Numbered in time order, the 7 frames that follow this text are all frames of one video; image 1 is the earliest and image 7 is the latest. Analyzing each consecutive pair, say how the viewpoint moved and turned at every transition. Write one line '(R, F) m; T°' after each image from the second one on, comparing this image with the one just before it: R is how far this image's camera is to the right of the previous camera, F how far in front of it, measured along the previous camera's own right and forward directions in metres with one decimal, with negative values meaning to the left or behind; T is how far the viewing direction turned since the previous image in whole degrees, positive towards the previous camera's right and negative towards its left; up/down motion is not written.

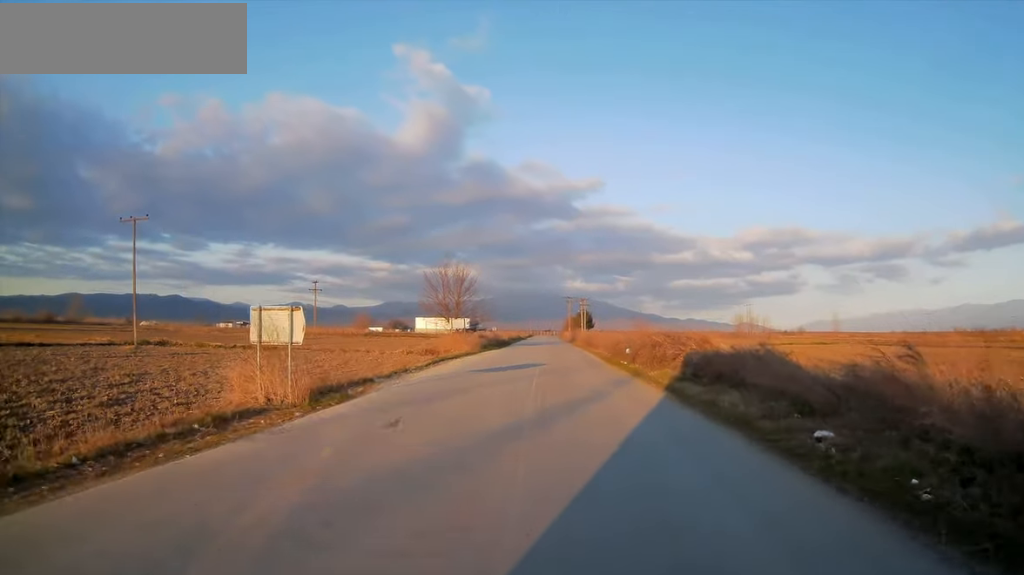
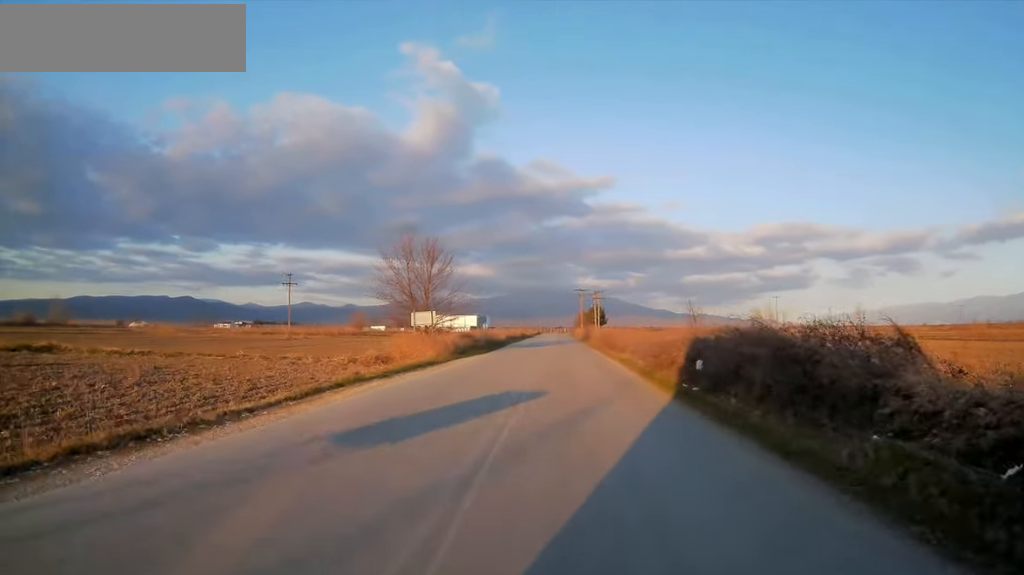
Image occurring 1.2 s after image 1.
(-0.5, +15.9) m; -2°
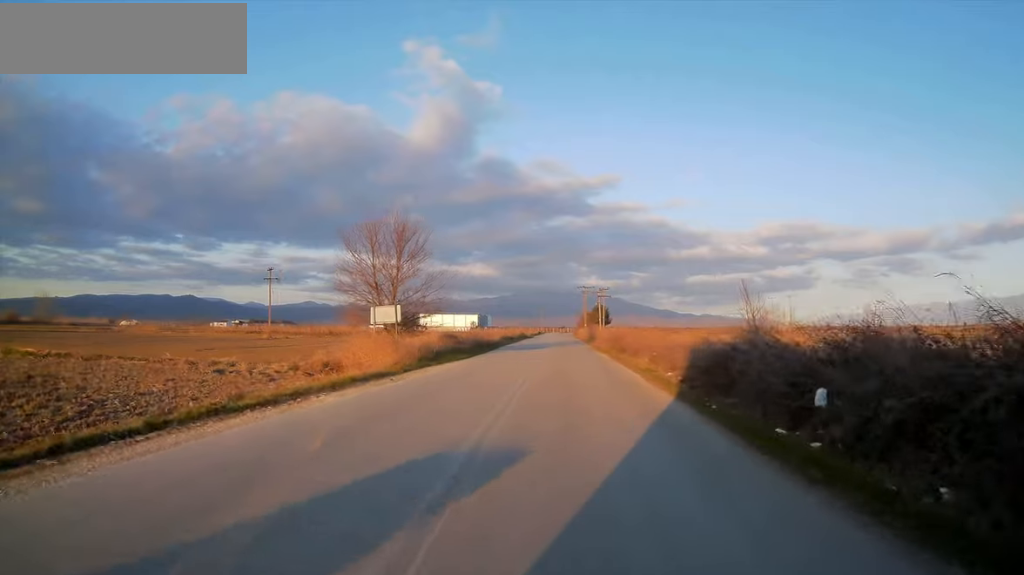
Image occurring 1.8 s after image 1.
(0.0, +8.2) m; 0°
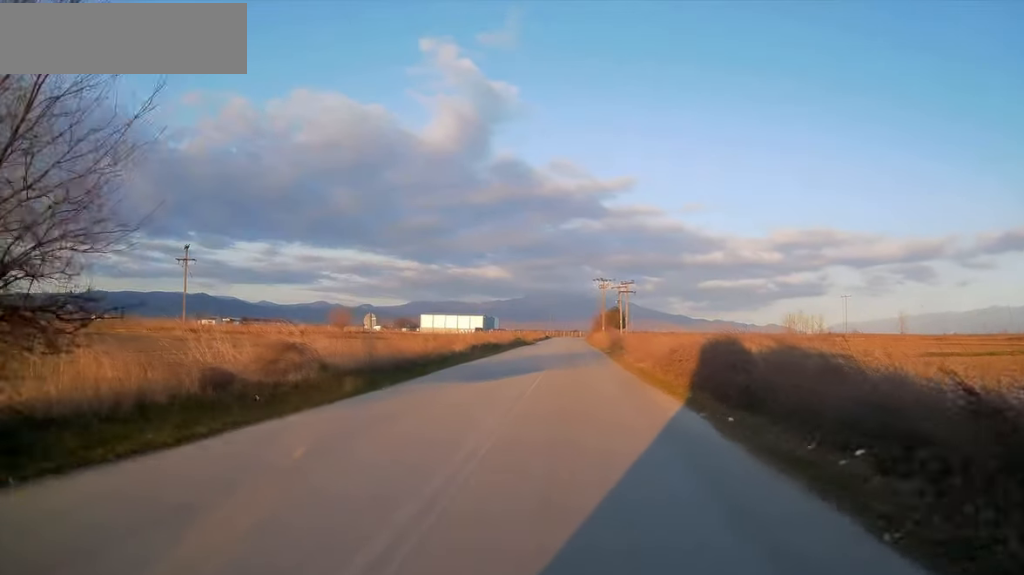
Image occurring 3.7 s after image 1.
(+0.3, +26.6) m; +1°
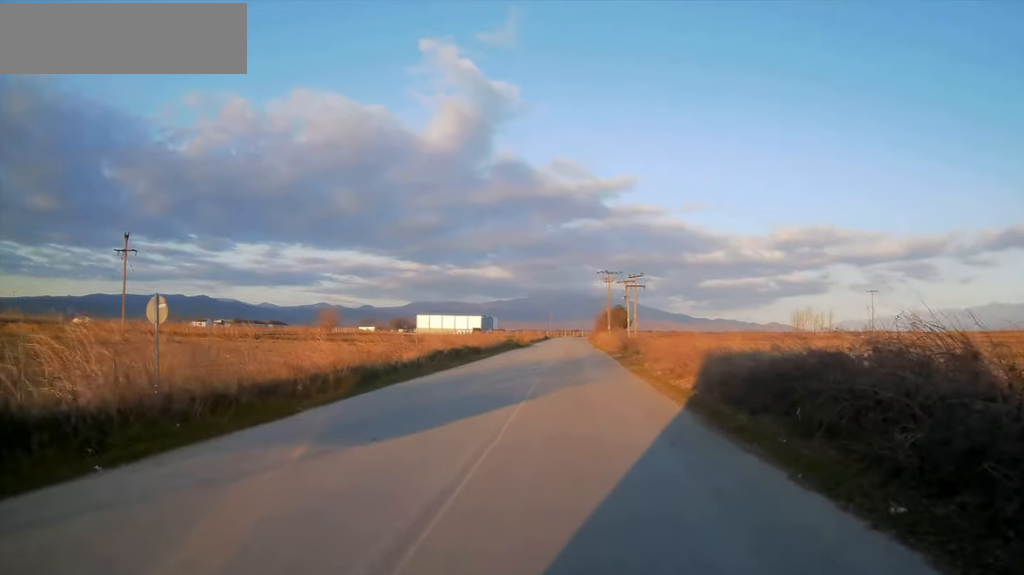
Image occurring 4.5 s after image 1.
(+0.1, +11.8) m; -1°
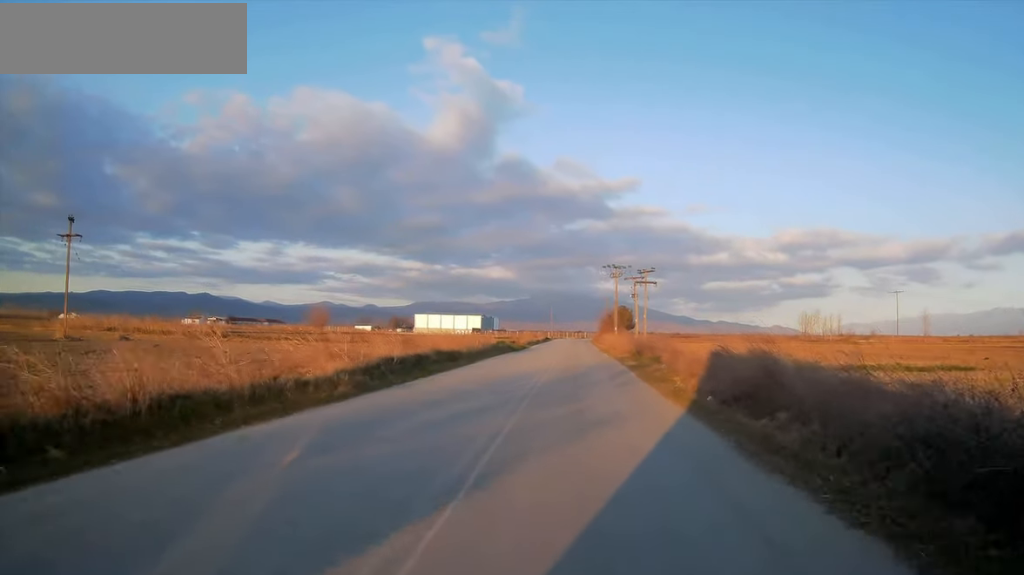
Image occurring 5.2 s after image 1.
(-0.1, +8.9) m; -2°
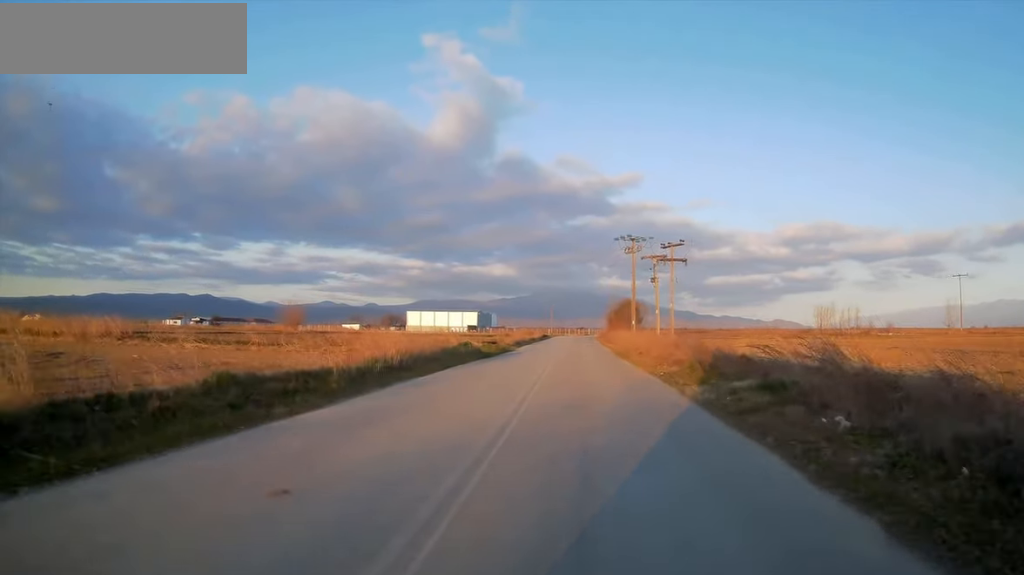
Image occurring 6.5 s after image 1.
(-0.4, +19.3) m; 0°
